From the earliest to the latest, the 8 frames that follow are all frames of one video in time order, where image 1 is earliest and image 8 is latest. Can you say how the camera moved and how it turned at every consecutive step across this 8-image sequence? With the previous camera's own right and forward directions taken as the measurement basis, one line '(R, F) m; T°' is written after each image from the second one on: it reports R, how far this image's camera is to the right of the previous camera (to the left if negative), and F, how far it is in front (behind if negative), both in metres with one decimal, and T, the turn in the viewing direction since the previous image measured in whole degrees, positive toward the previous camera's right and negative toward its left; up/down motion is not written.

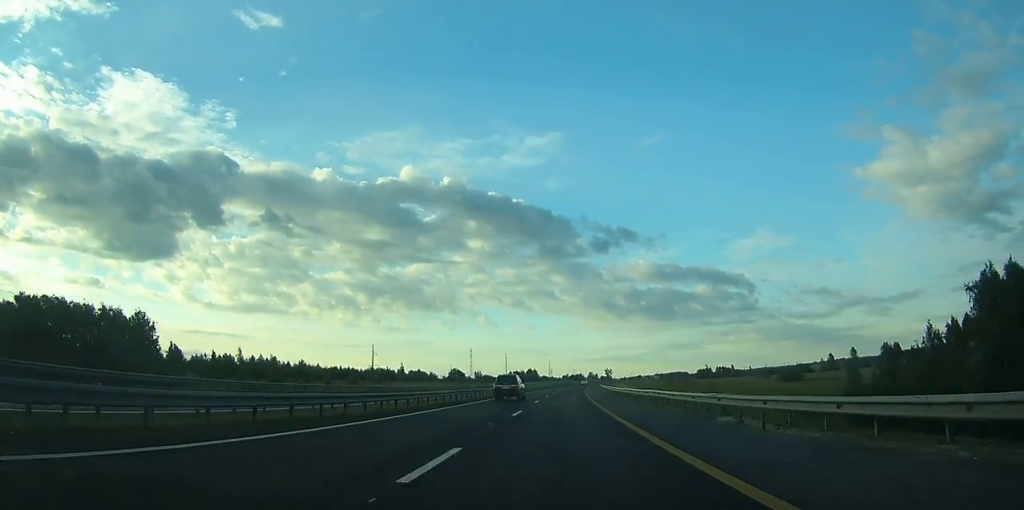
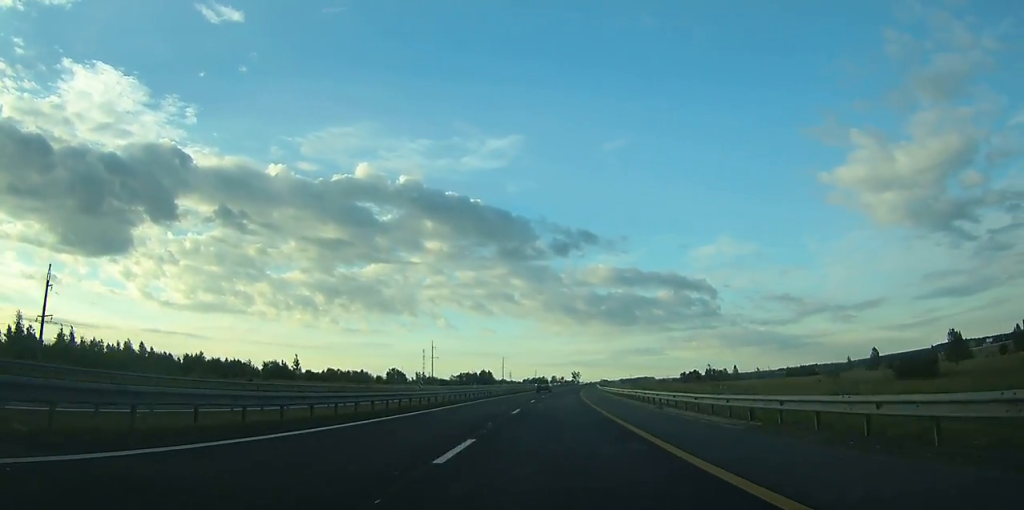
(+2.4, +89.9) m; +3°
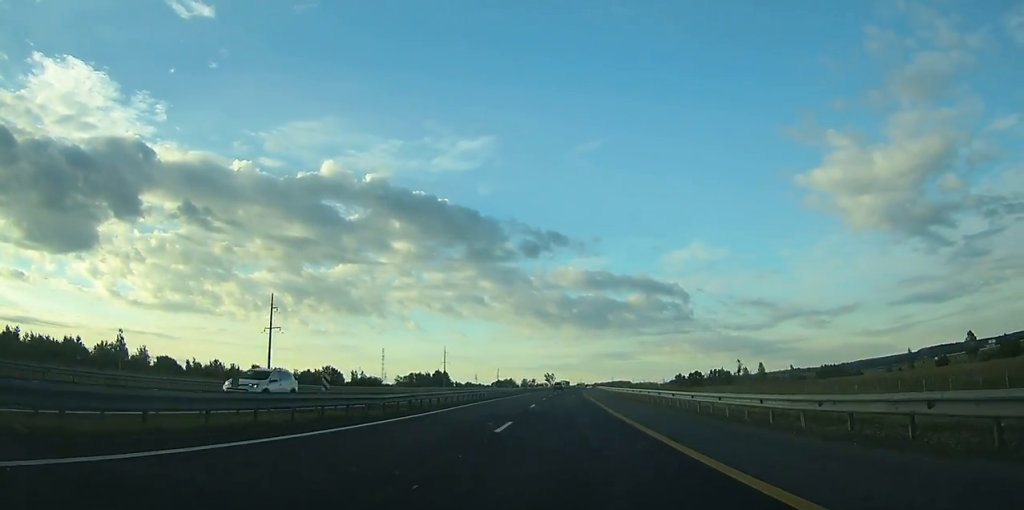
(+2.2, +83.7) m; +3°
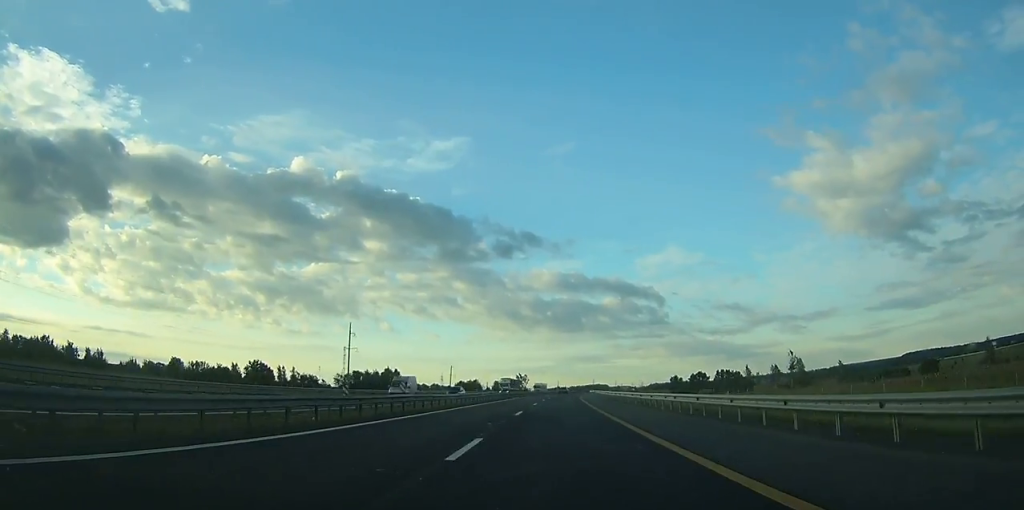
(+1.3, +68.7) m; +2°
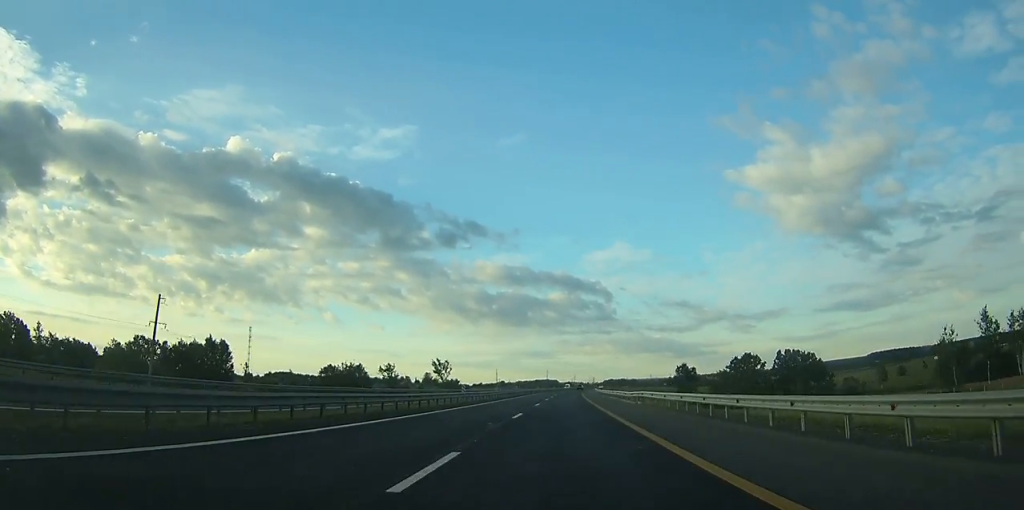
(+5.7, +140.8) m; +5°
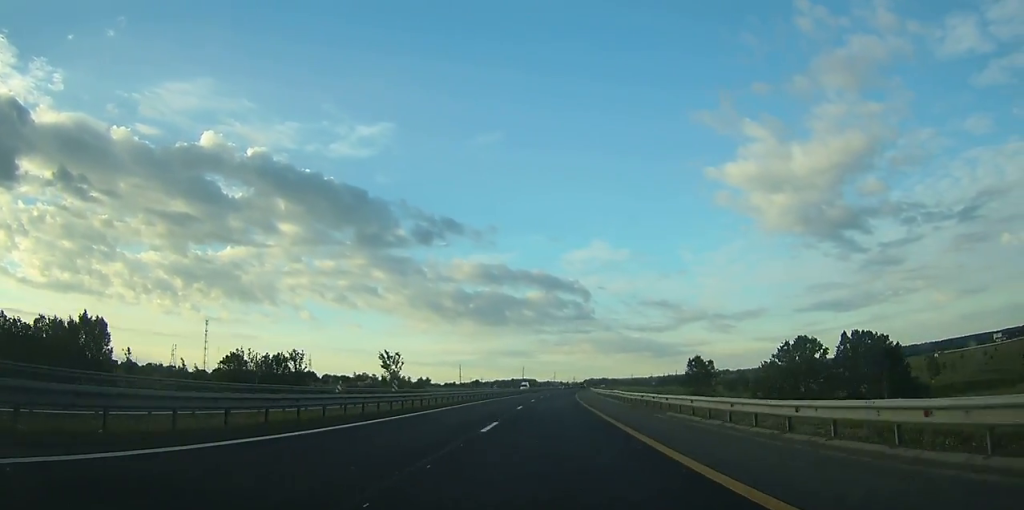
(+0.5, +53.1) m; +2°
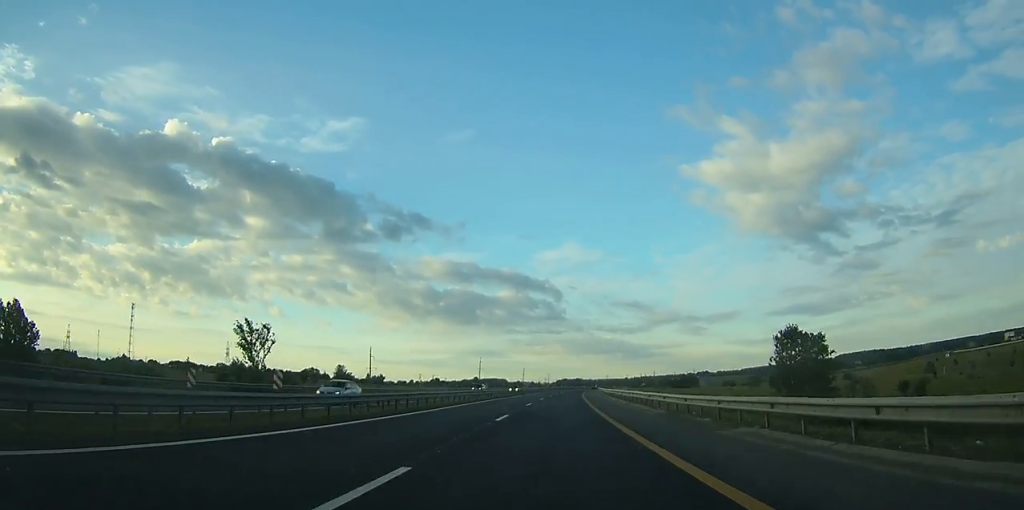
(+2.3, +92.7) m; +3°
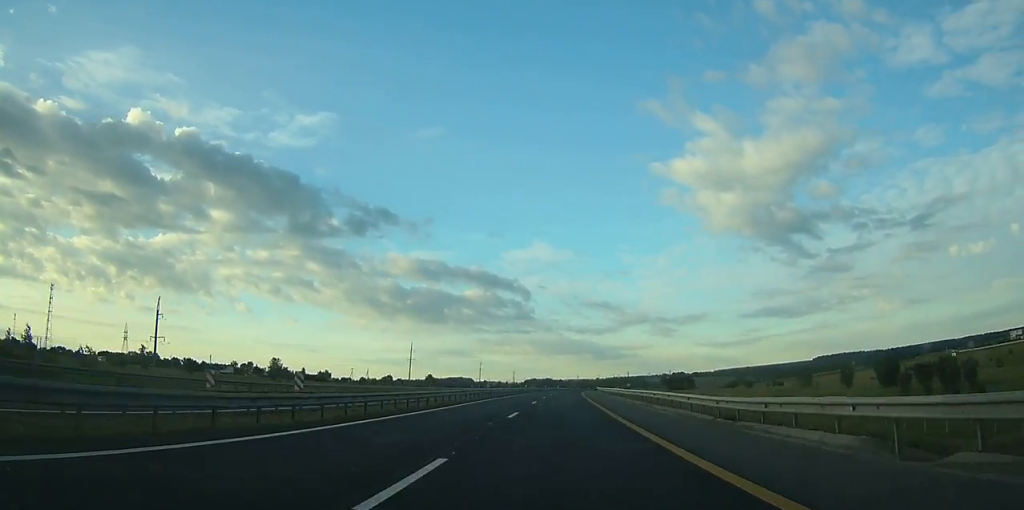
(+2.3, +86.5) m; +3°
